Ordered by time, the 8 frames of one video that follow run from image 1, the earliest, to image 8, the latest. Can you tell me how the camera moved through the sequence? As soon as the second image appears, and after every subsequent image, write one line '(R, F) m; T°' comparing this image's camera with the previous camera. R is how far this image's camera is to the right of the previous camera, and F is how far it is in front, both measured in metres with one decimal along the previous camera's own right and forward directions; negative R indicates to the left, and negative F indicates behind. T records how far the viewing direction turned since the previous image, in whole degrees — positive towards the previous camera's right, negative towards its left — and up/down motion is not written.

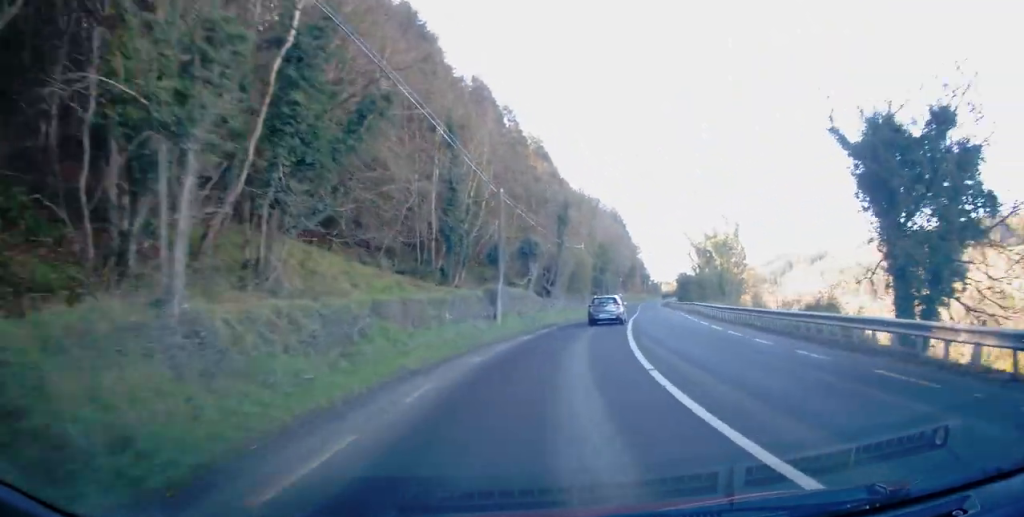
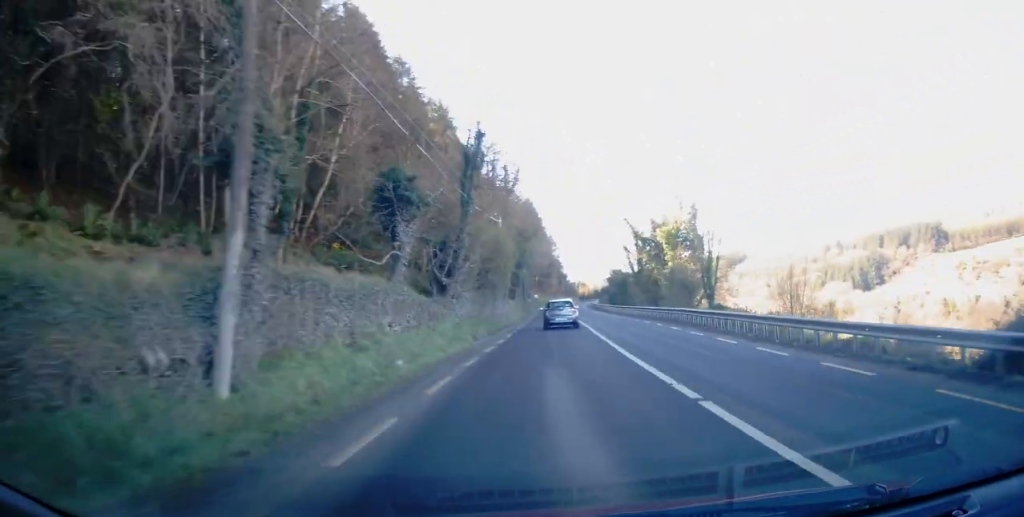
(+1.0, +18.5) m; +6°
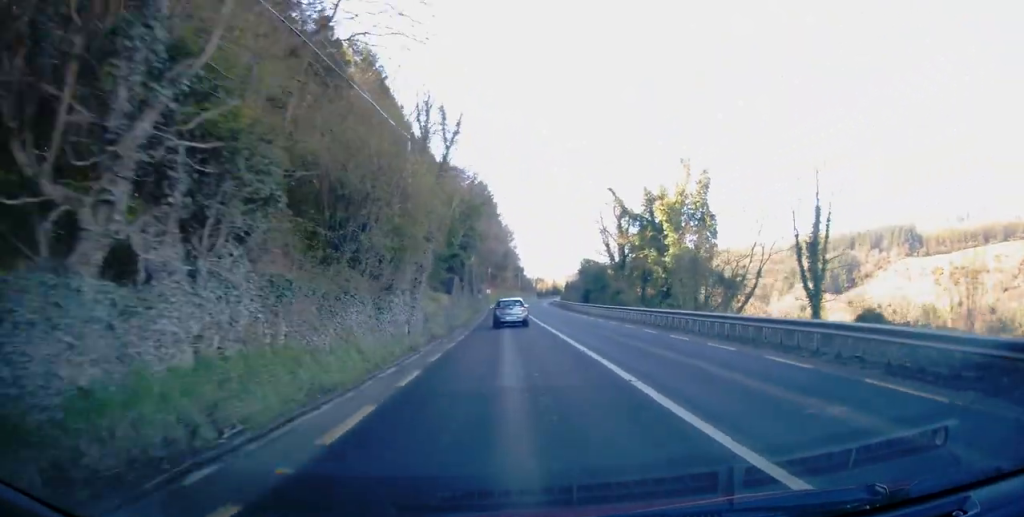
(+0.8, +19.0) m; +3°
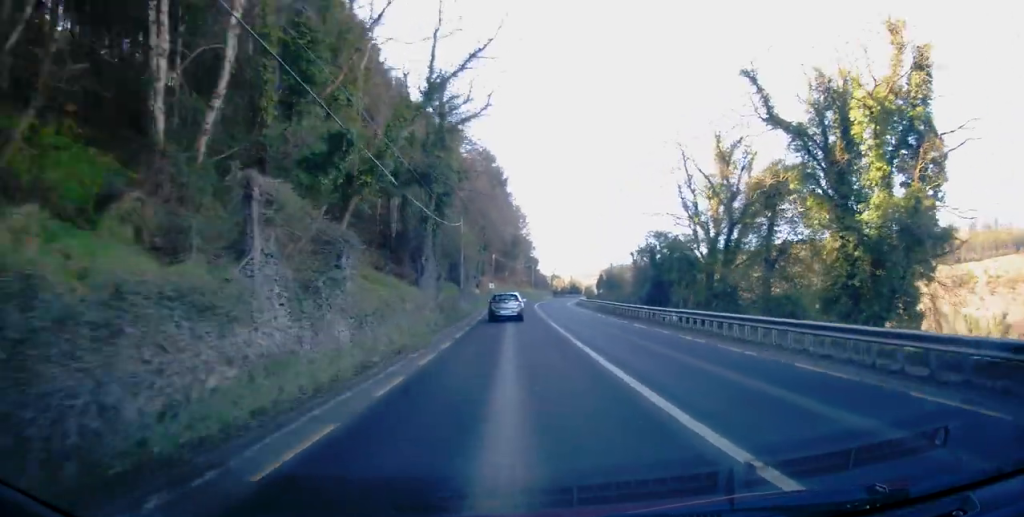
(+1.0, +29.5) m; +2°
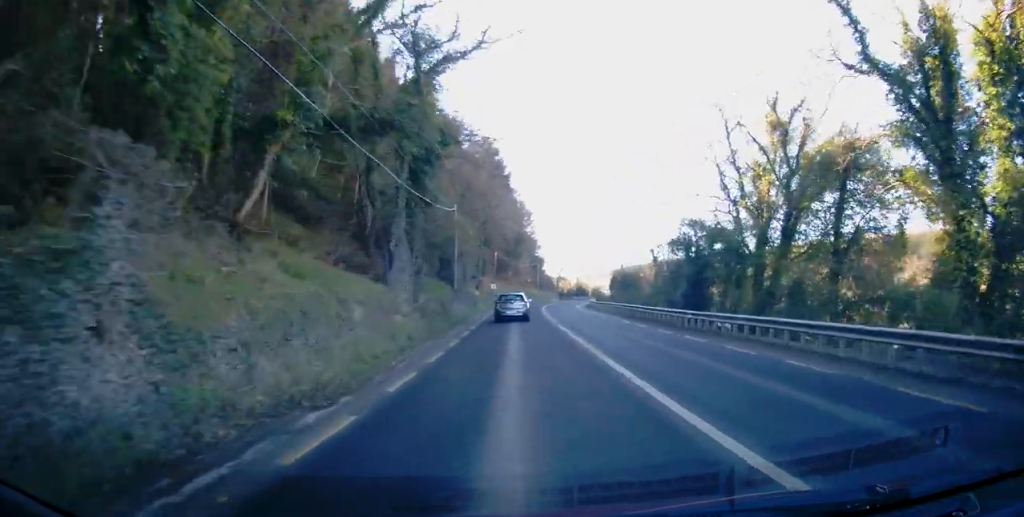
(0.0, +7.5) m; -1°
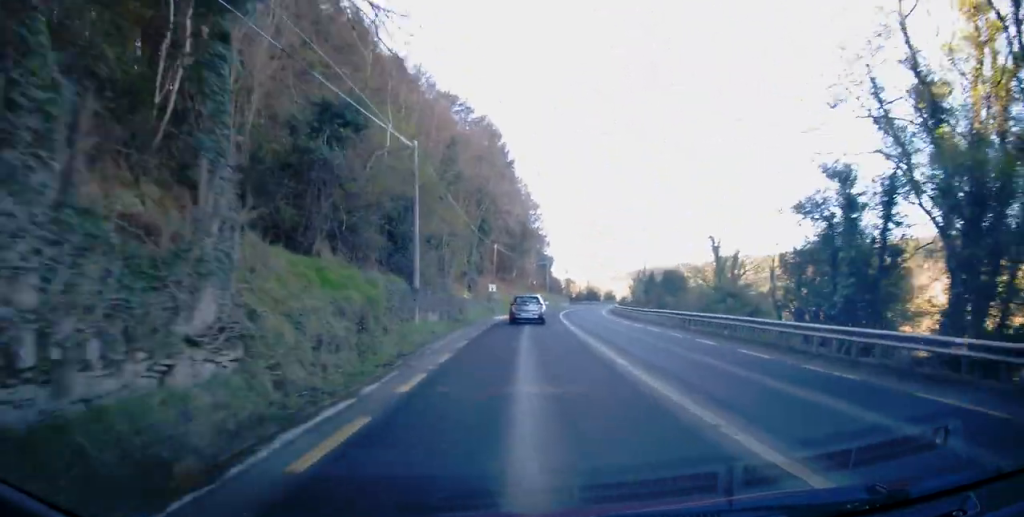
(-0.4, +16.1) m; -2°
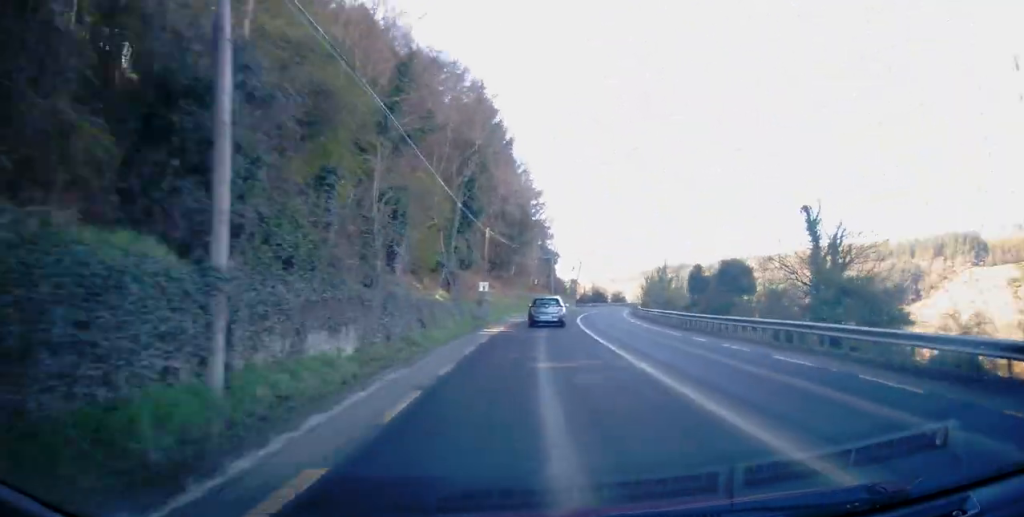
(0.0, +14.0) m; 0°
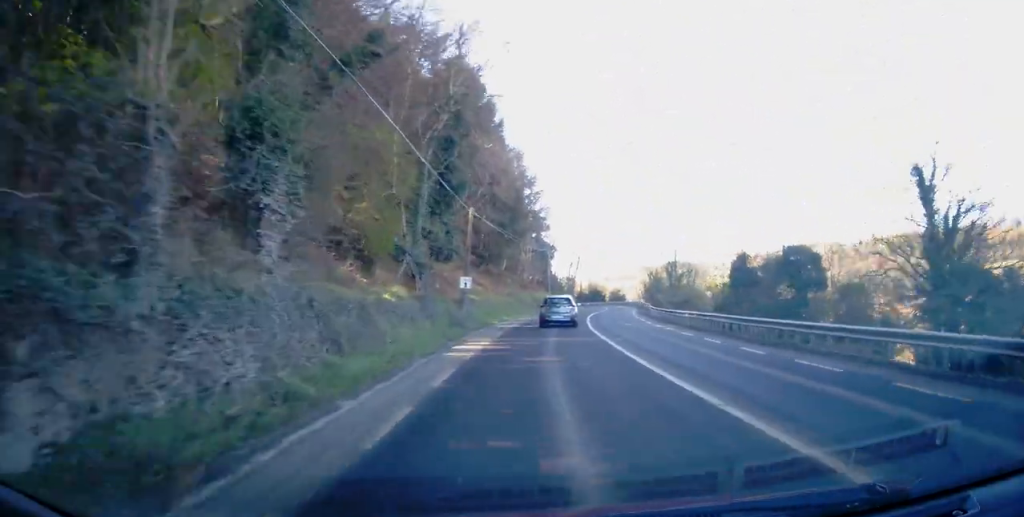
(0.0, +9.1) m; +1°
